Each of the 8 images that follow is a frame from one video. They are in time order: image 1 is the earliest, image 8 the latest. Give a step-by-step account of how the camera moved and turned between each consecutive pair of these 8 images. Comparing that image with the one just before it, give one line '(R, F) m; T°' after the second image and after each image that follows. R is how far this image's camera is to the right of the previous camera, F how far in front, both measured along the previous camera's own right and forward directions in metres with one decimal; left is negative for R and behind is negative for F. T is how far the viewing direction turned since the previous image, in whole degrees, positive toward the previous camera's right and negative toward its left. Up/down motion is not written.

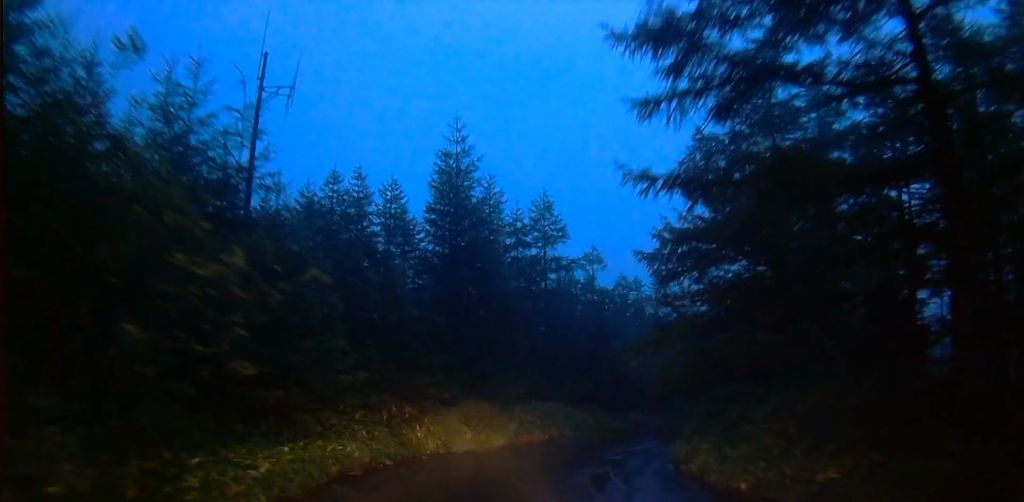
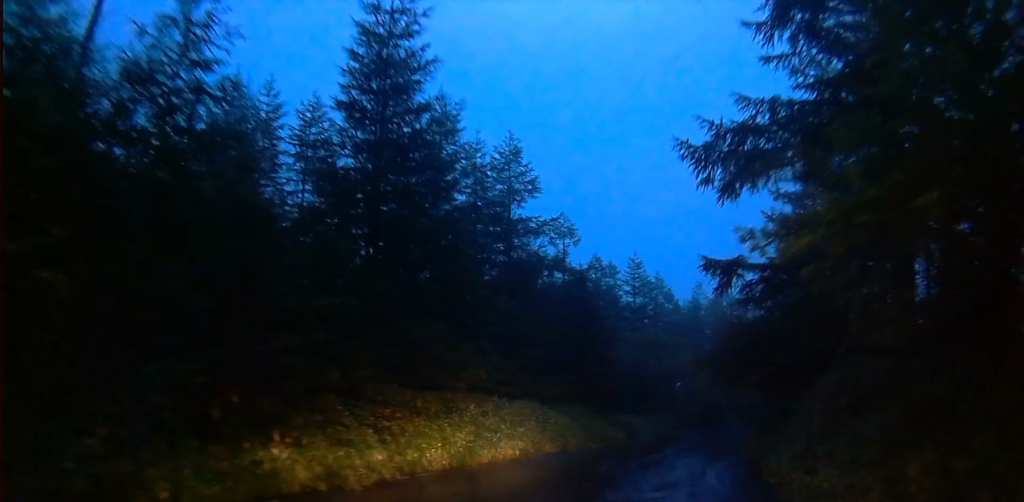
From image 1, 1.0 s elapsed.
(-0.2, +8.8) m; +1°
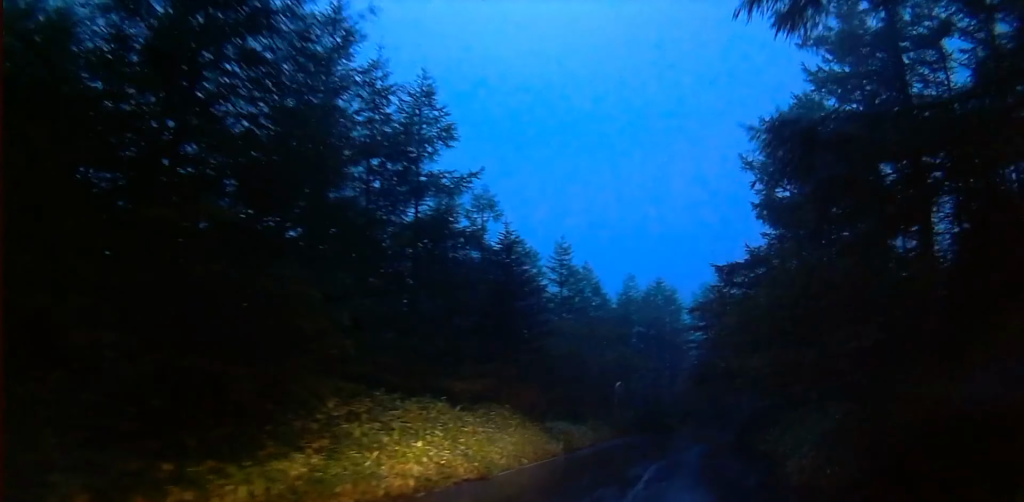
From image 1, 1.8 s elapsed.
(-0.1, +6.8) m; +7°
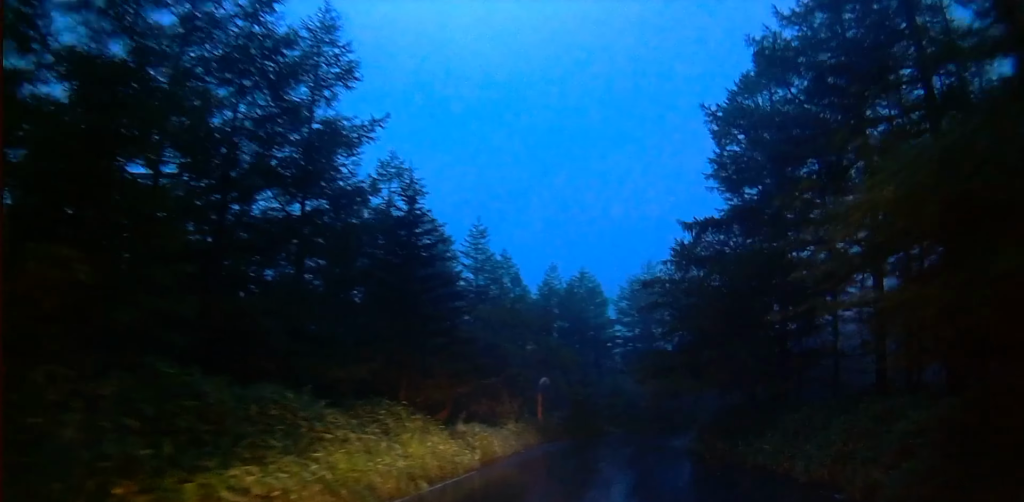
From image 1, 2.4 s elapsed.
(+0.7, +5.2) m; +5°
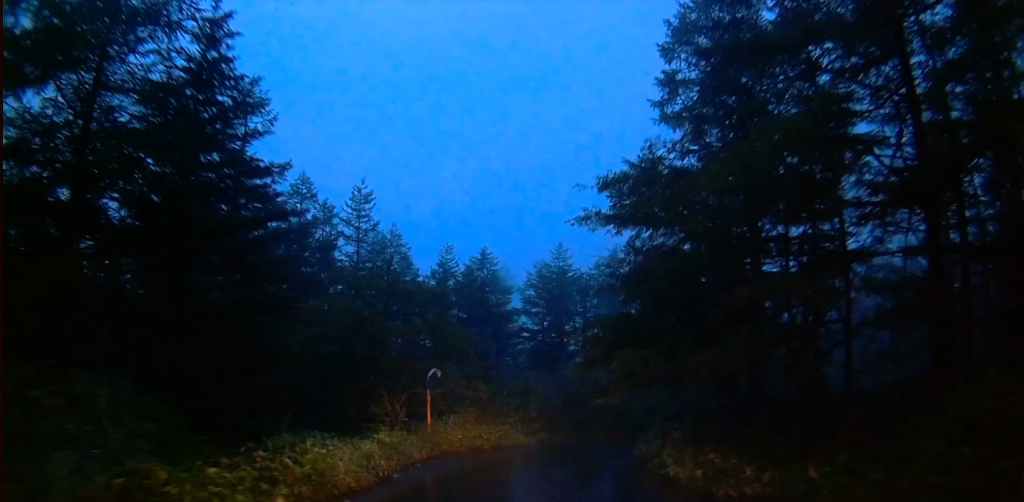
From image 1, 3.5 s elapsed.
(+0.4, +8.3) m; +3°
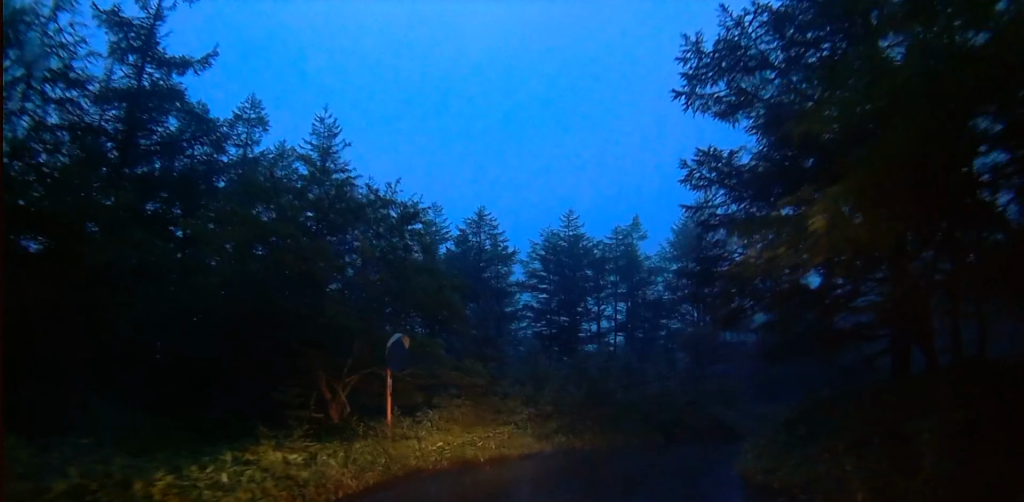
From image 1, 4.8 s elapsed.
(+0.1, +10.1) m; +11°
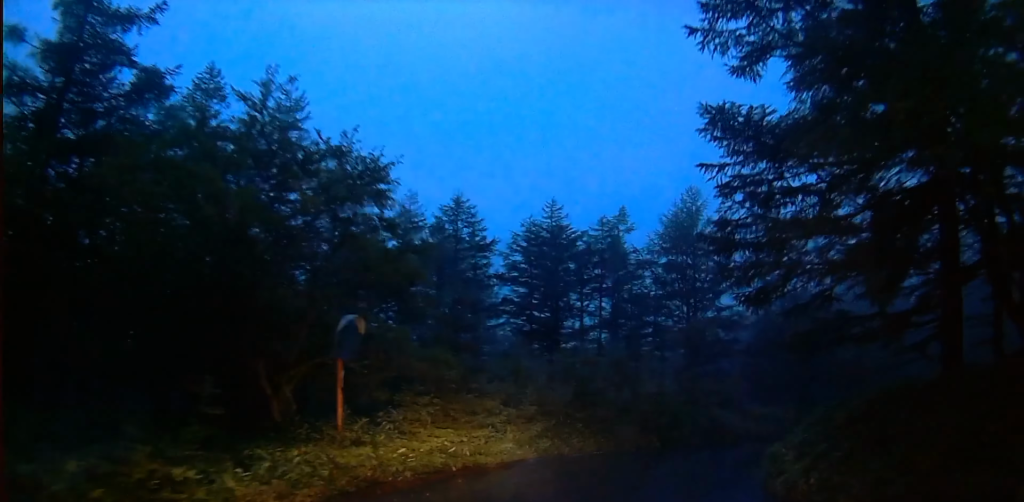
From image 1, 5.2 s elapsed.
(+0.5, +3.0) m; +5°
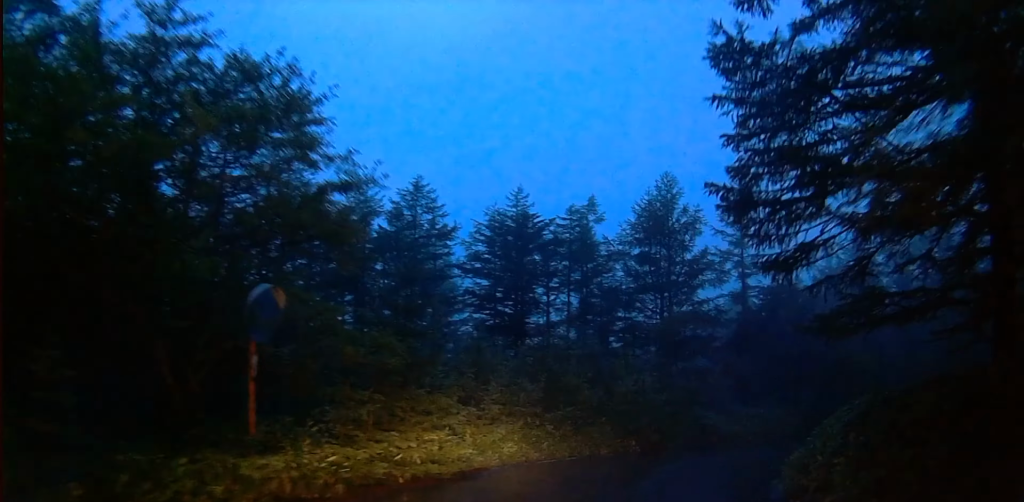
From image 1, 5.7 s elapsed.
(+0.3, +3.1) m; +5°
